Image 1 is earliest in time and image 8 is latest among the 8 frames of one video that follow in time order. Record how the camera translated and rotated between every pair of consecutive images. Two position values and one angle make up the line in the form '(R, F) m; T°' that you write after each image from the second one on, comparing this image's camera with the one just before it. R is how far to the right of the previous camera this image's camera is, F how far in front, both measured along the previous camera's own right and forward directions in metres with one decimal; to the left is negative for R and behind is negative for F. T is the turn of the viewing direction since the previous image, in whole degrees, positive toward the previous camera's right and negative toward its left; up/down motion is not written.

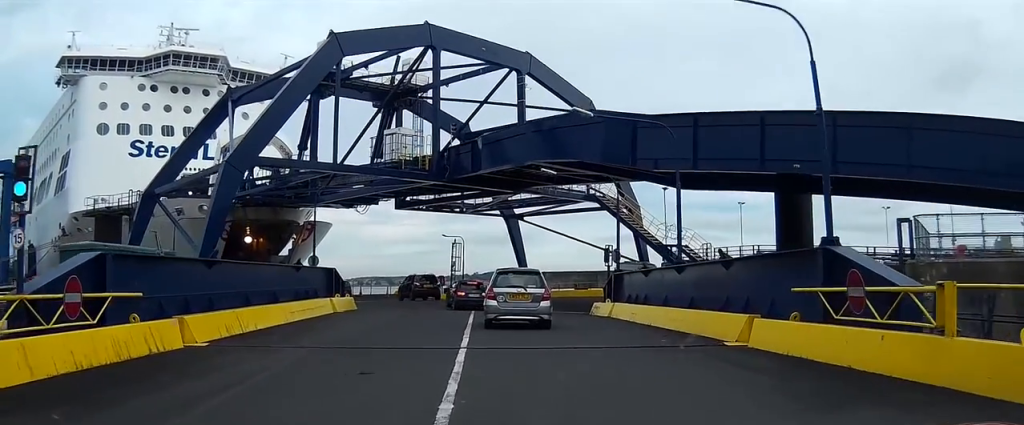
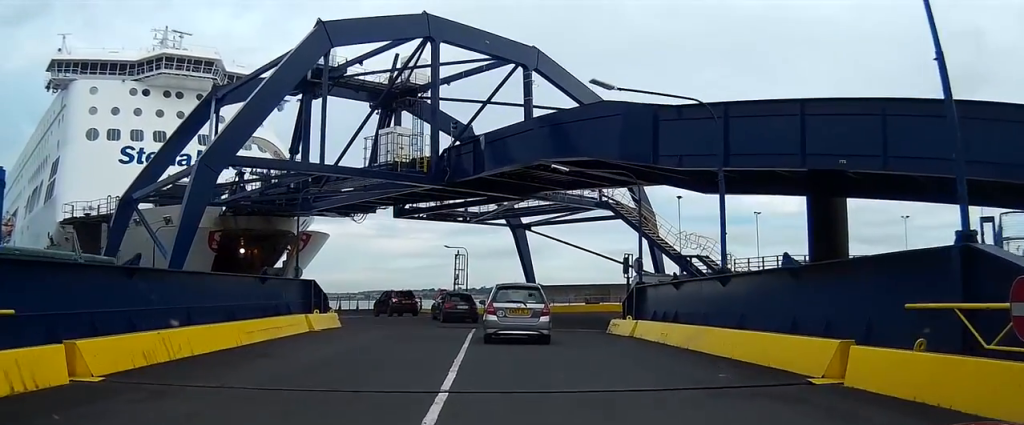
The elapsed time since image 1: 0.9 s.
(0.0, +4.7) m; 0°
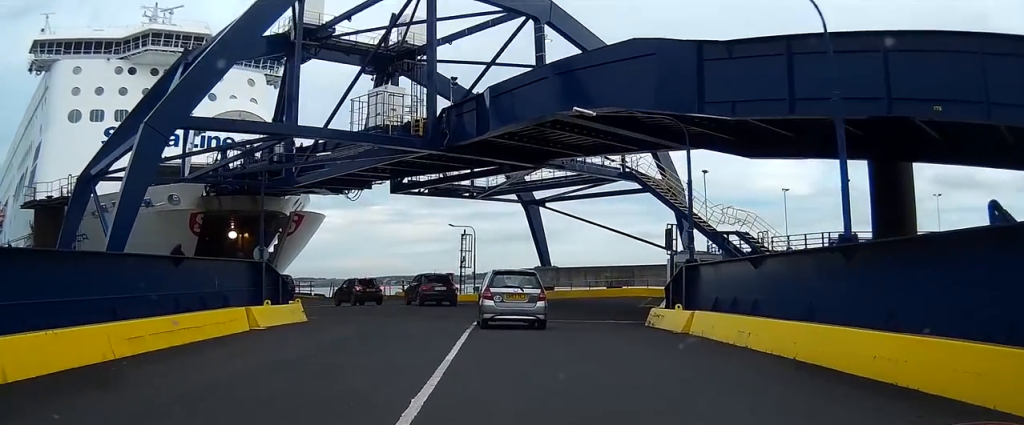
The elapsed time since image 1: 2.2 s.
(0.0, +6.6) m; -1°
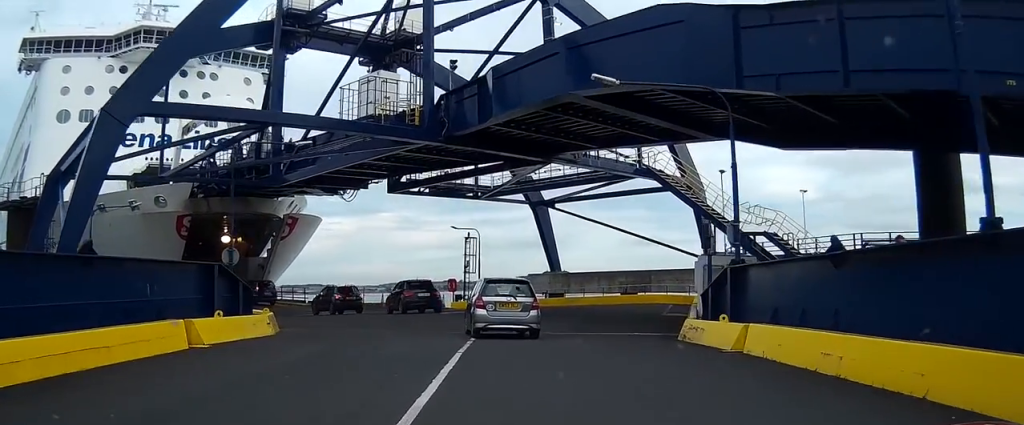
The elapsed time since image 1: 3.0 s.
(0.0, +3.4) m; -2°
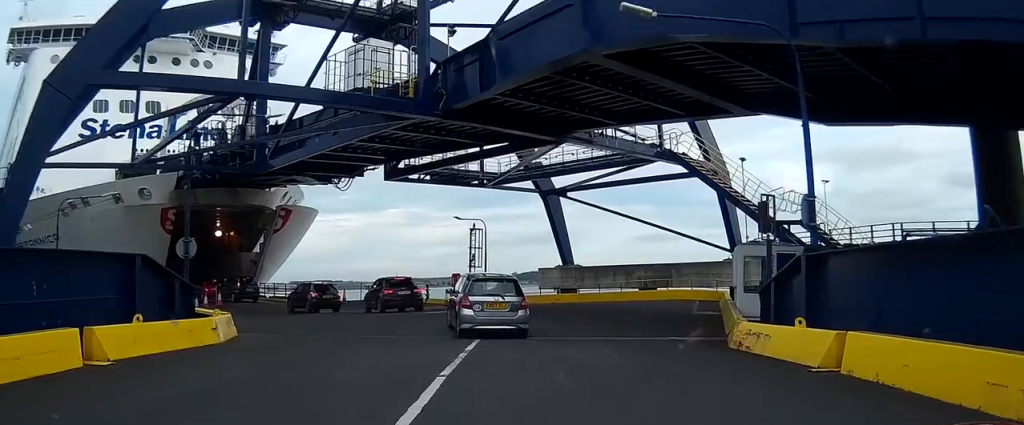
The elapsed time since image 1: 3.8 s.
(-0.1, +3.6) m; -5°
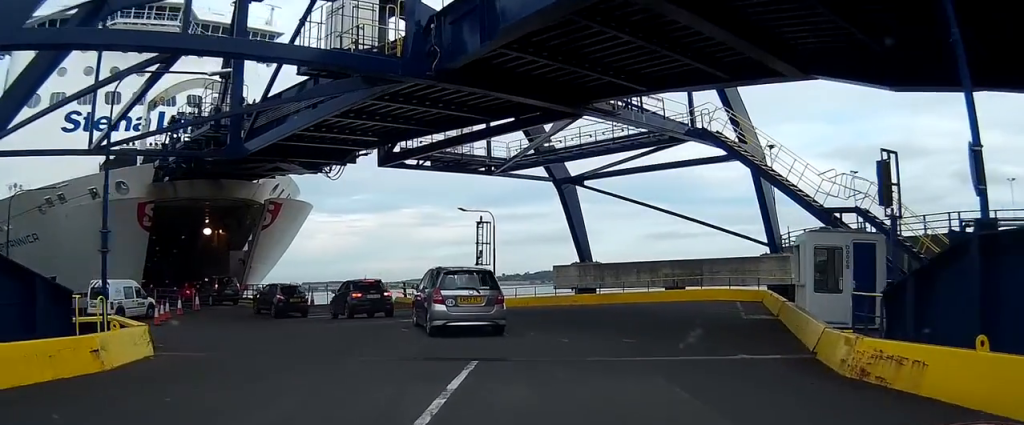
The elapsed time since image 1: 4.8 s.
(-0.3, +4.6) m; -6°
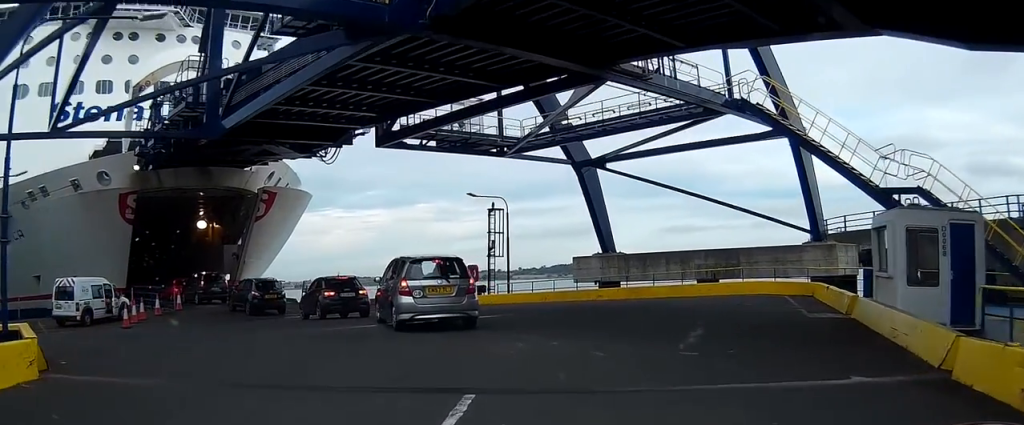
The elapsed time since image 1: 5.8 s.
(-0.1, +4.1) m; +2°
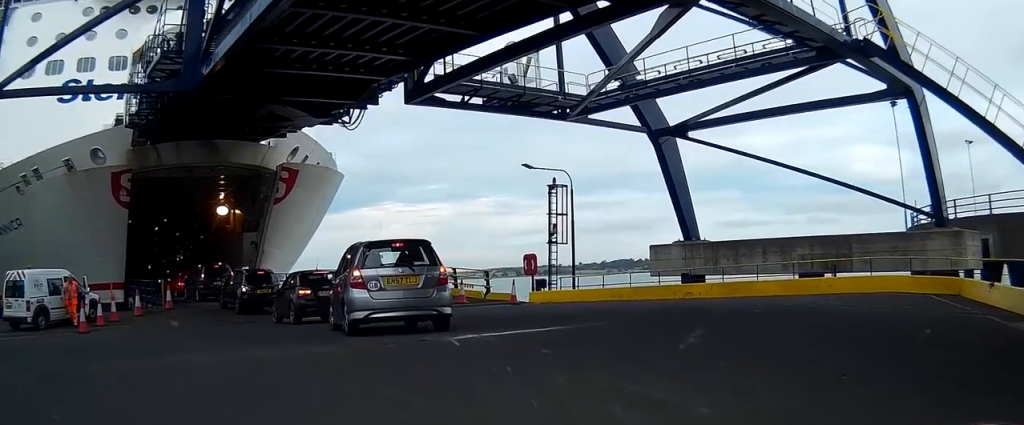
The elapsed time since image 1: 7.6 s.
(+0.4, +6.7) m; +1°
